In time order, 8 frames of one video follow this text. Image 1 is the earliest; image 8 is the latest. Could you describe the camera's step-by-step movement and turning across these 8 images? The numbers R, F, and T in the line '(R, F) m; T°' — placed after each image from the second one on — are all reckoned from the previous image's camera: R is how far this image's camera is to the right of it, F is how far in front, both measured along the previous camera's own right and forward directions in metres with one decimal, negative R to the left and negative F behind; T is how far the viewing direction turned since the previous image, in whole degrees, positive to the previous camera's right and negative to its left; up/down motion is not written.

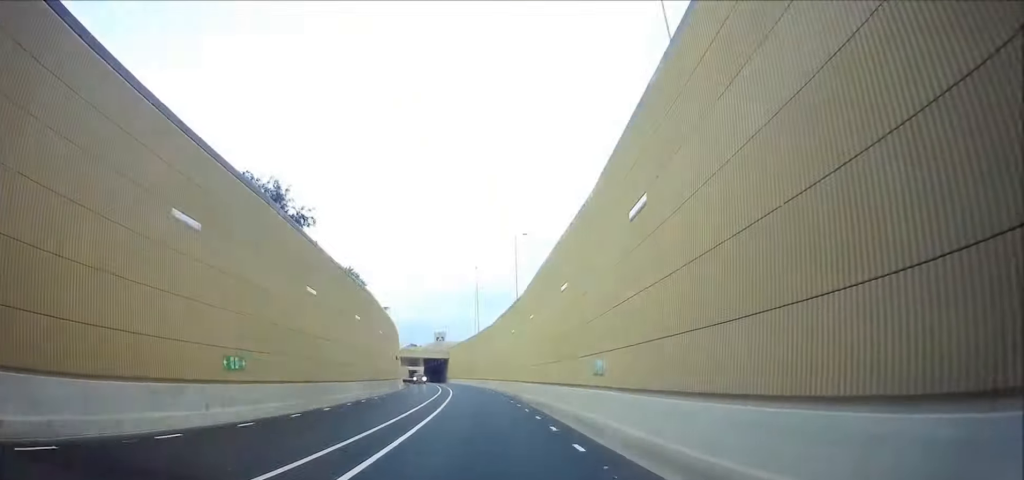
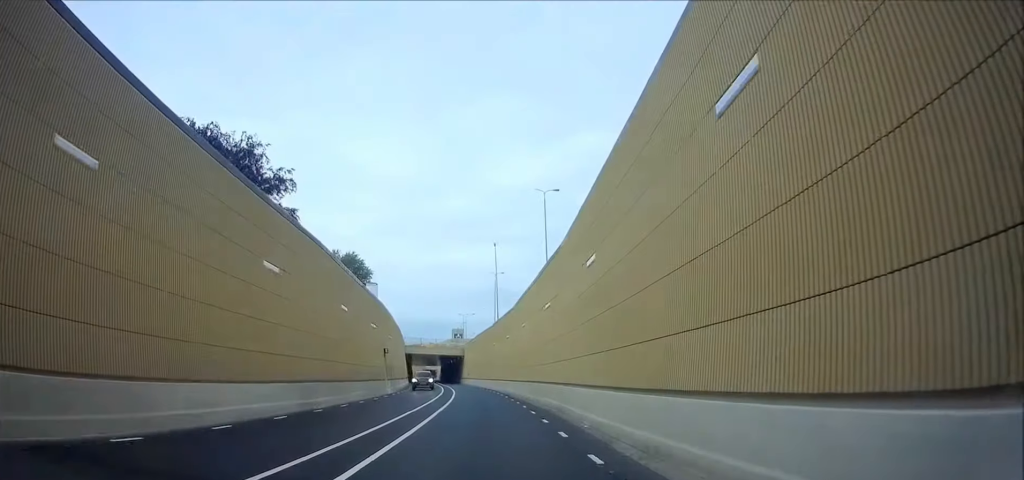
(-0.5, +17.2) m; -1°
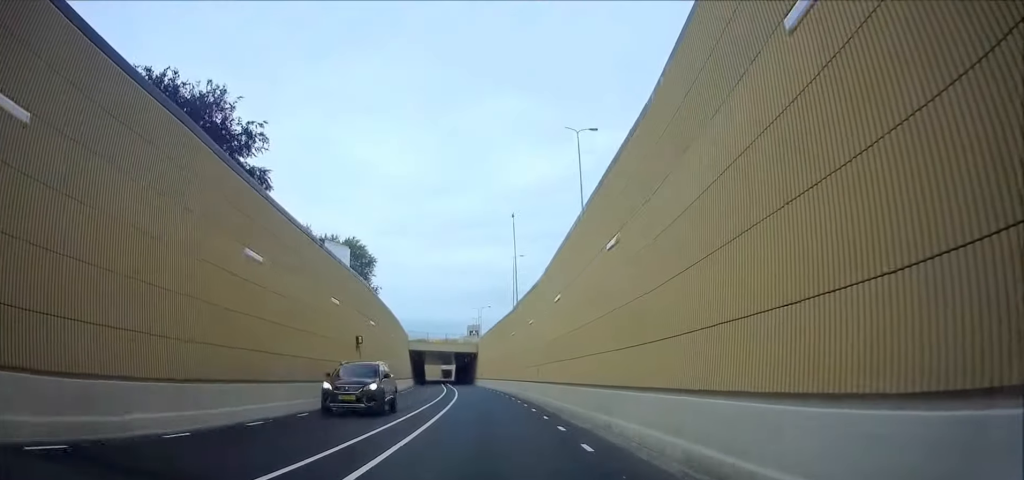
(-0.1, +14.1) m; -1°
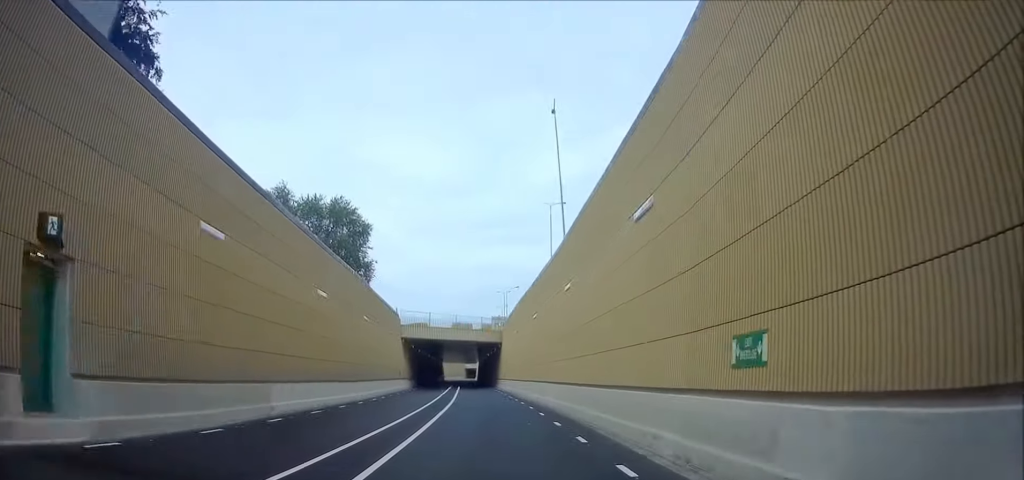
(-0.2, +26.0) m; -2°
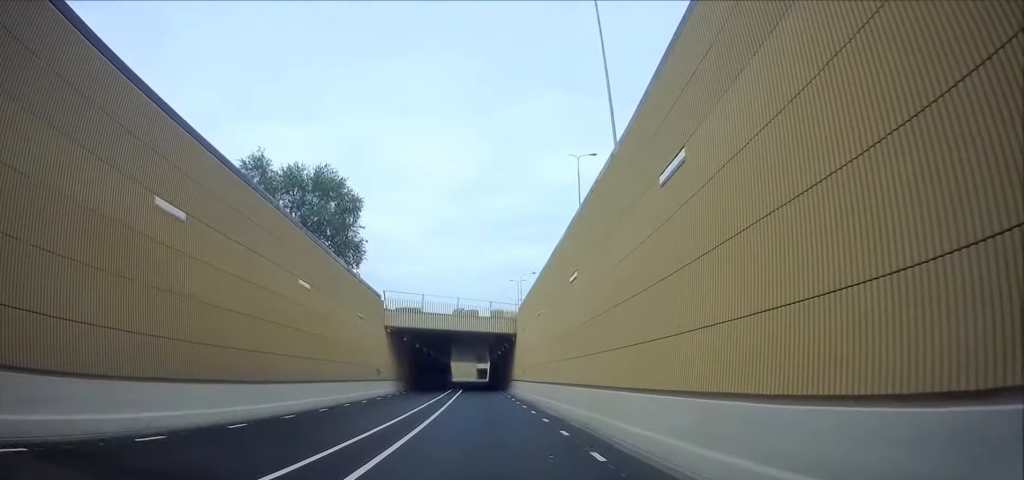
(-0.4, +14.0) m; -1°
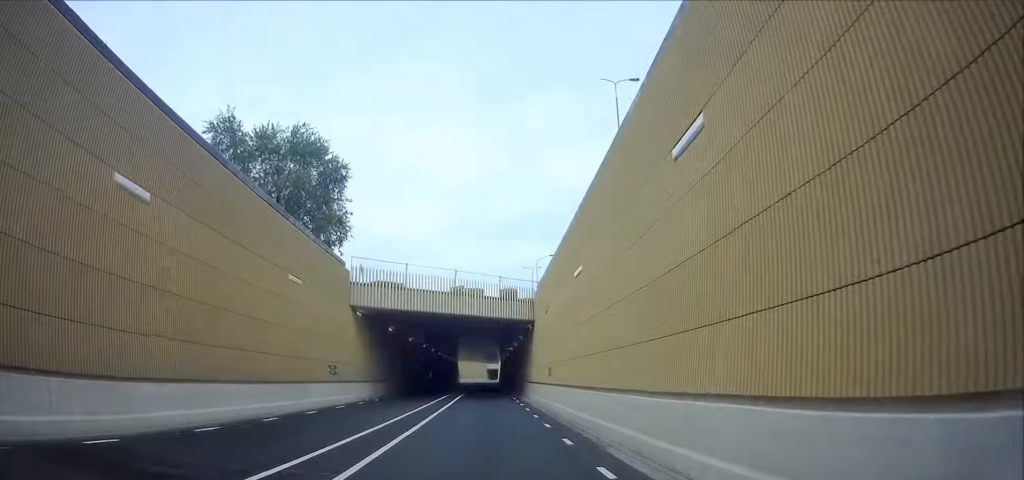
(-0.1, +13.0) m; -1°
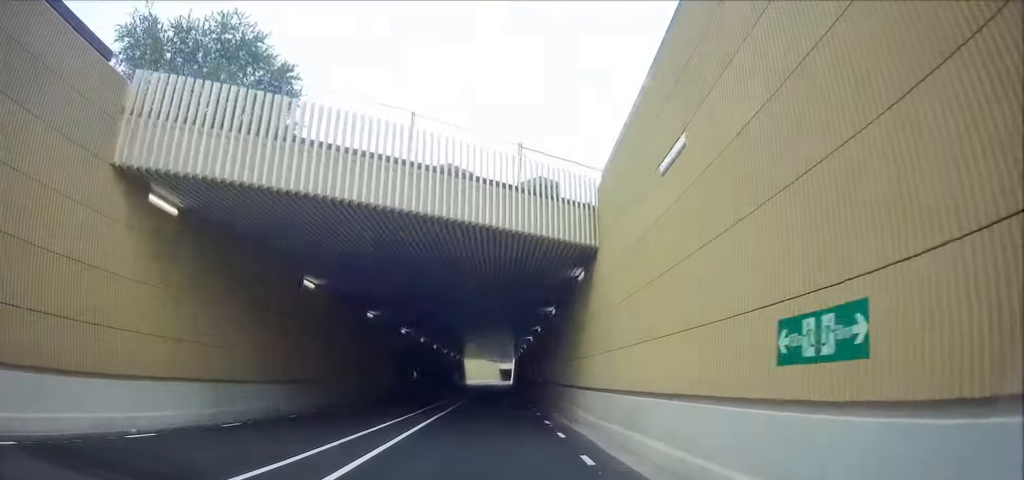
(-0.3, +22.0) m; -1°
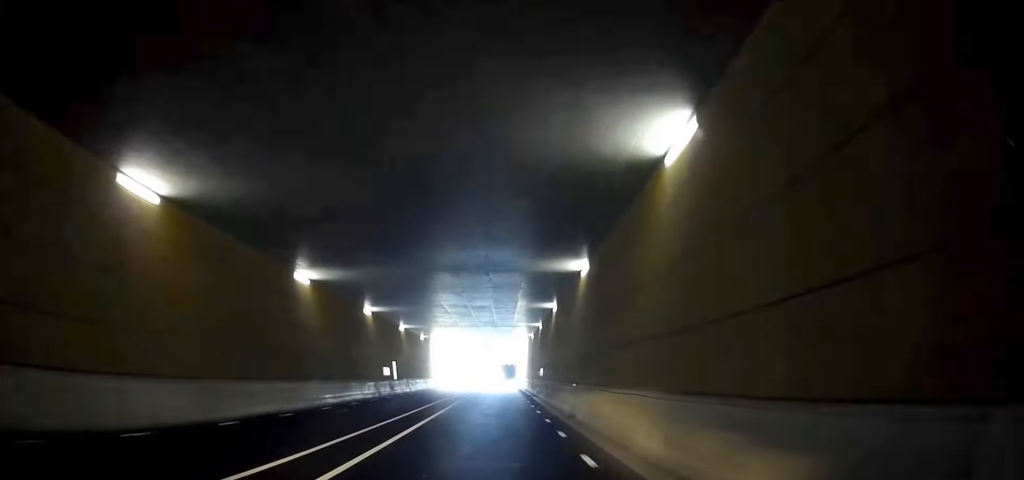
(-1.1, +57.7) m; -1°
